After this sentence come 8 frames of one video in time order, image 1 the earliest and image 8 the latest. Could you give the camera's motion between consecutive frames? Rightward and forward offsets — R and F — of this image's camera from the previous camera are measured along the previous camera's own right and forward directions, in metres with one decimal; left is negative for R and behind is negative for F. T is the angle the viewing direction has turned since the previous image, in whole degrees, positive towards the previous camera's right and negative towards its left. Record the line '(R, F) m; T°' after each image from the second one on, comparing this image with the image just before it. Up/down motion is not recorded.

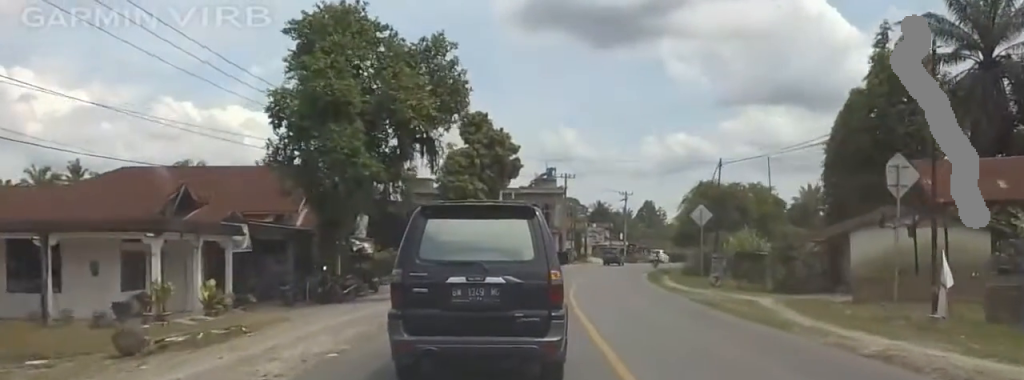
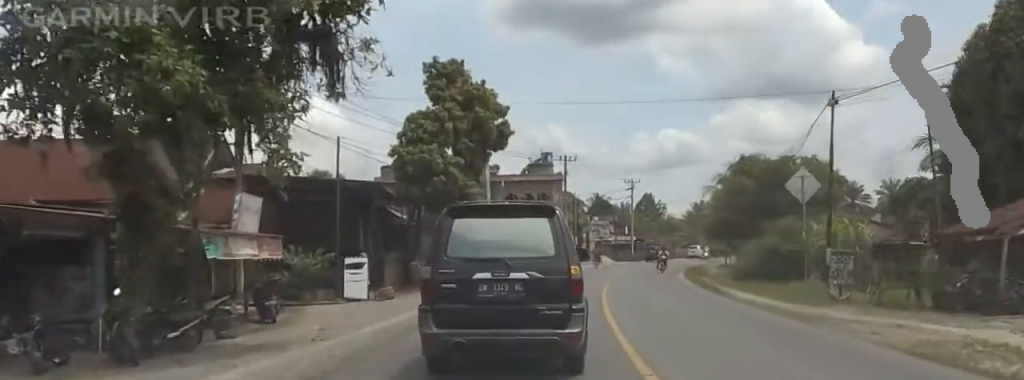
(-0.8, +14.2) m; -2°
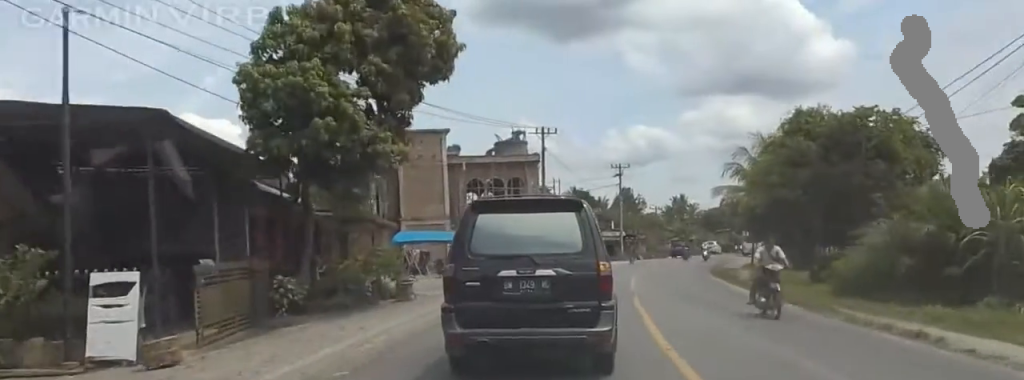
(+1.3, +16.4) m; +9°
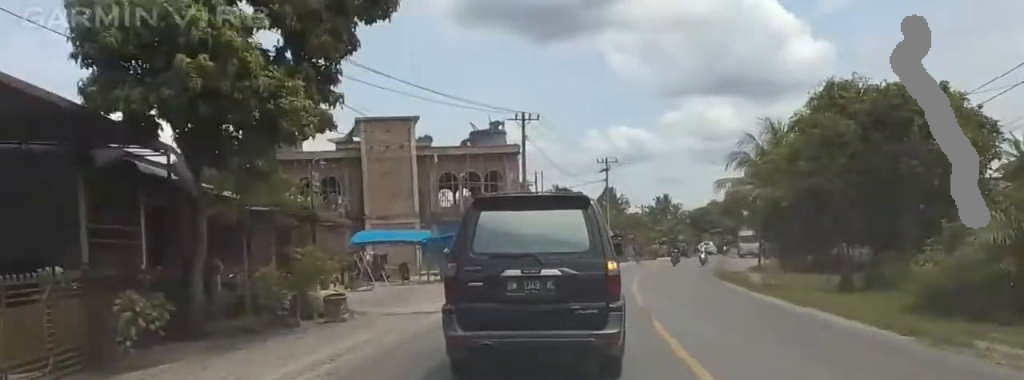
(+0.2, +6.7) m; +1°
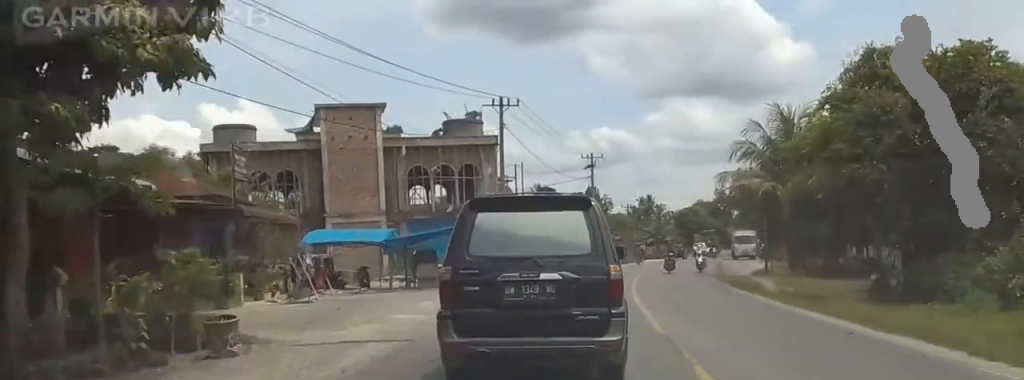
(+0.1, +5.9) m; -1°
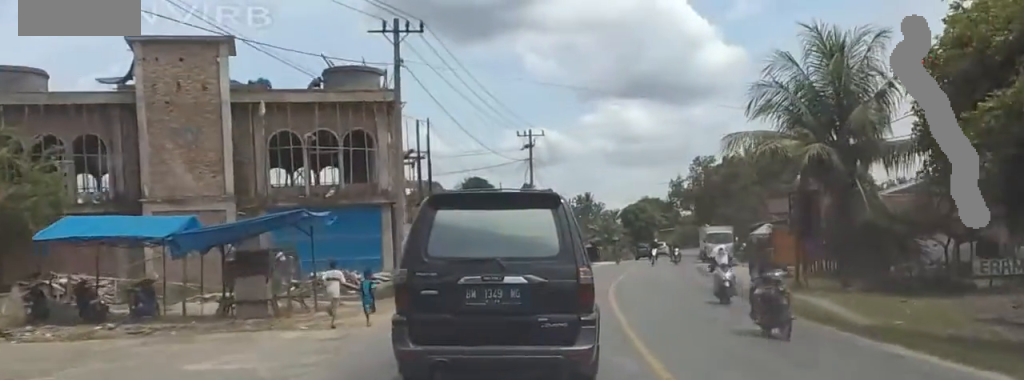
(-0.4, +16.8) m; +2°
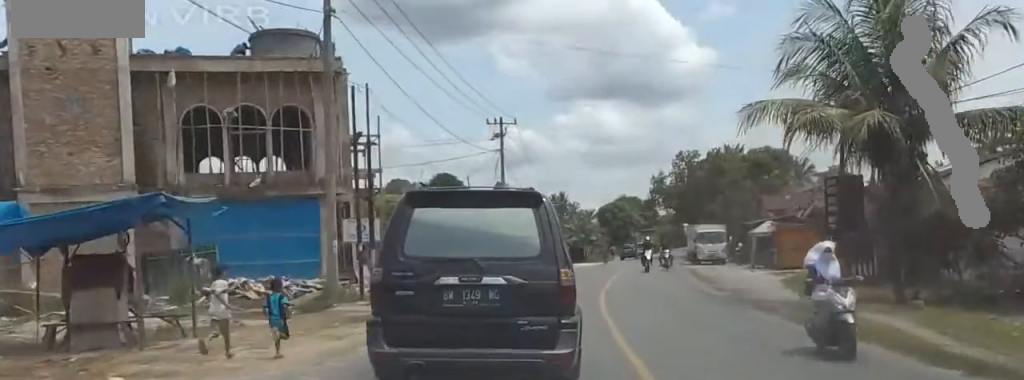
(+0.6, +7.2) m; +3°
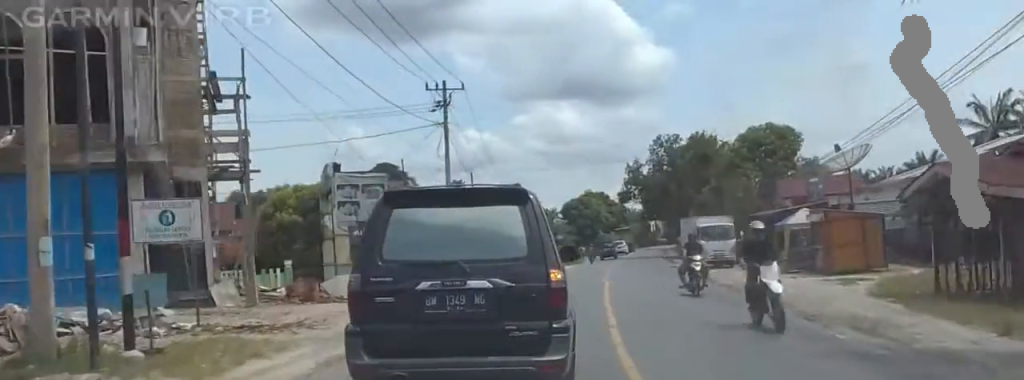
(+0.5, +14.4) m; +2°
